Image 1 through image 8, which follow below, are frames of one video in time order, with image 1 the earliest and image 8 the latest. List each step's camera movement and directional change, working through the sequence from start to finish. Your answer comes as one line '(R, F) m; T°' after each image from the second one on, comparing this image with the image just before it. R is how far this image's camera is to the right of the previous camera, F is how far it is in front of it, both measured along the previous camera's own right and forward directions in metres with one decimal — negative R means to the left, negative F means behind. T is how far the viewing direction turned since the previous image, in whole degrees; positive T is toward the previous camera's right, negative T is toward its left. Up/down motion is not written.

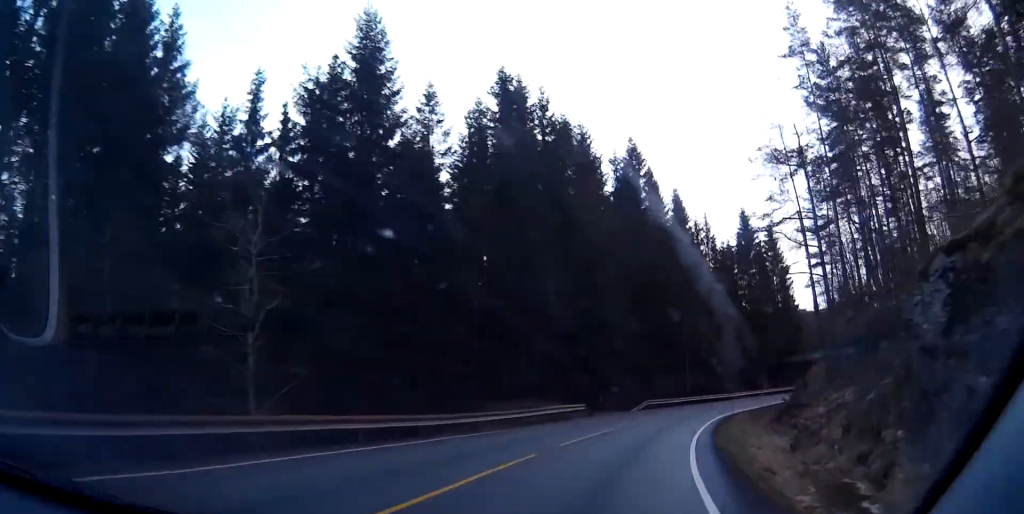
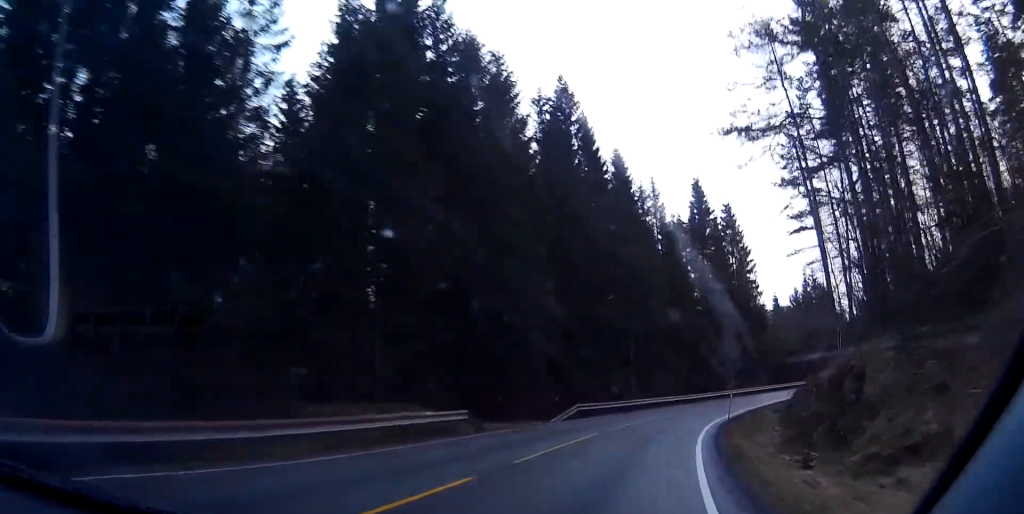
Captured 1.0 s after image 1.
(+0.6, +16.3) m; +4°
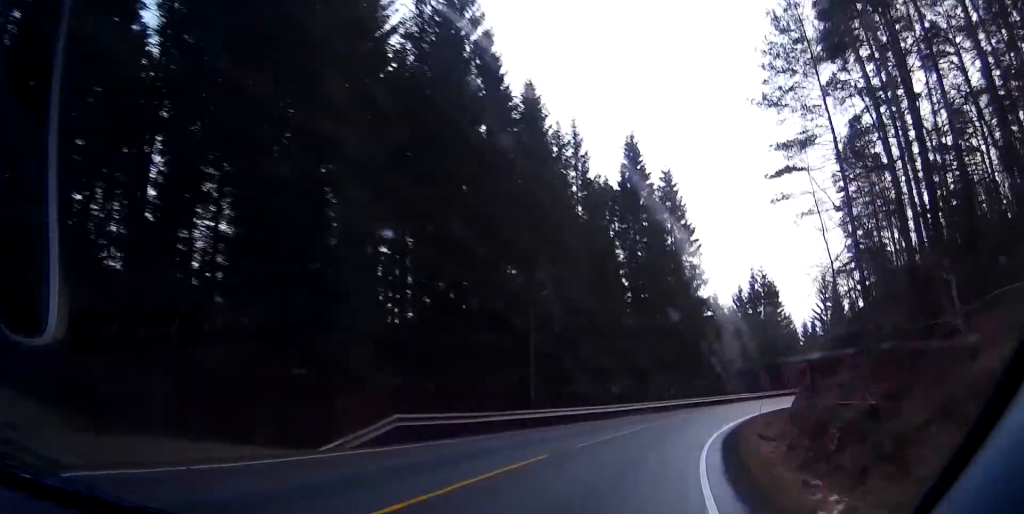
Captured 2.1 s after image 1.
(+0.8, +18.3) m; +6°
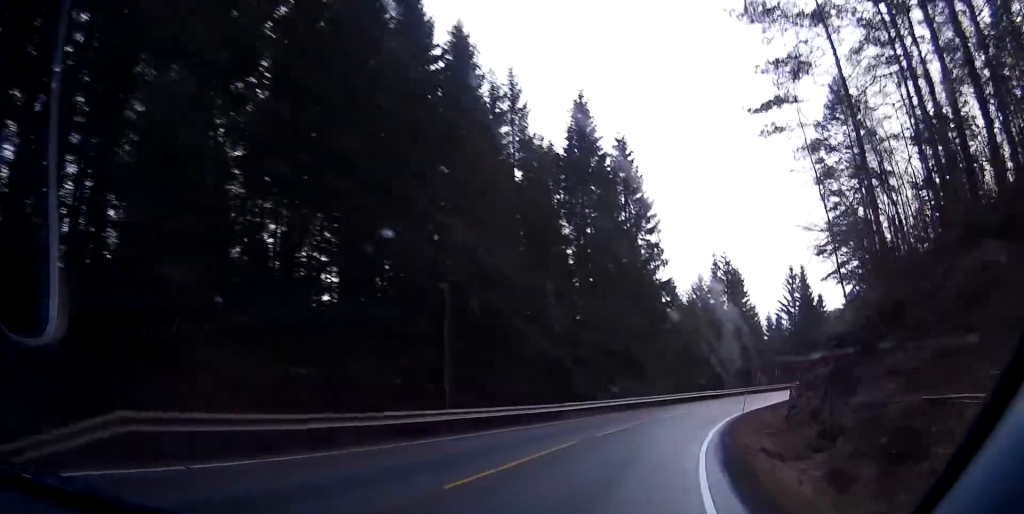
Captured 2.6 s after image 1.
(+0.3, +9.3) m; +4°
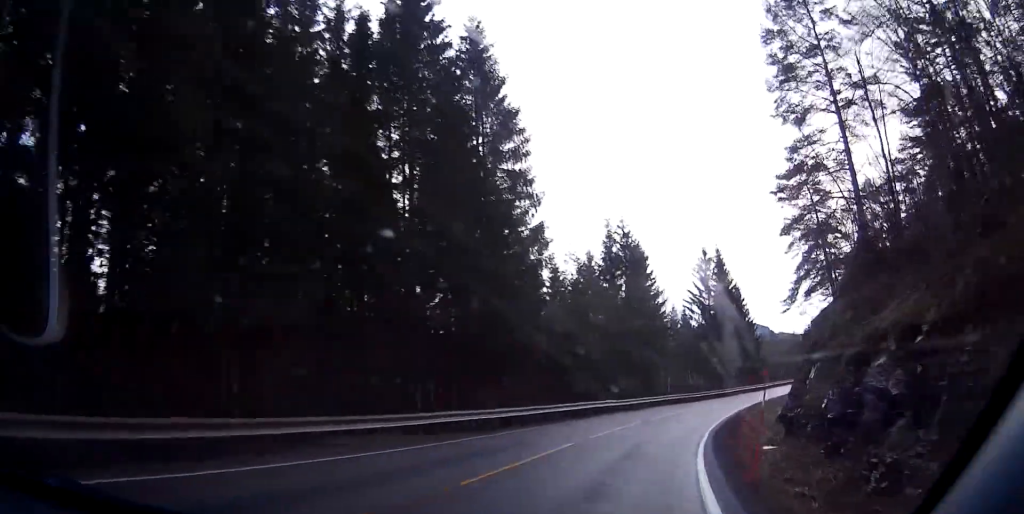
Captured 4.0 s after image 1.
(+1.6, +23.0) m; +7°
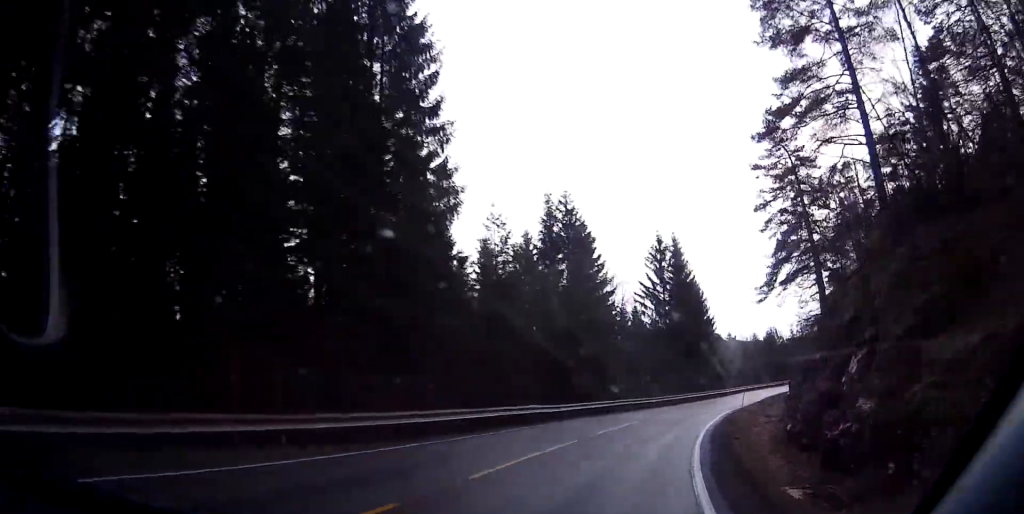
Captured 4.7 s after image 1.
(+0.3, +11.2) m; +3°
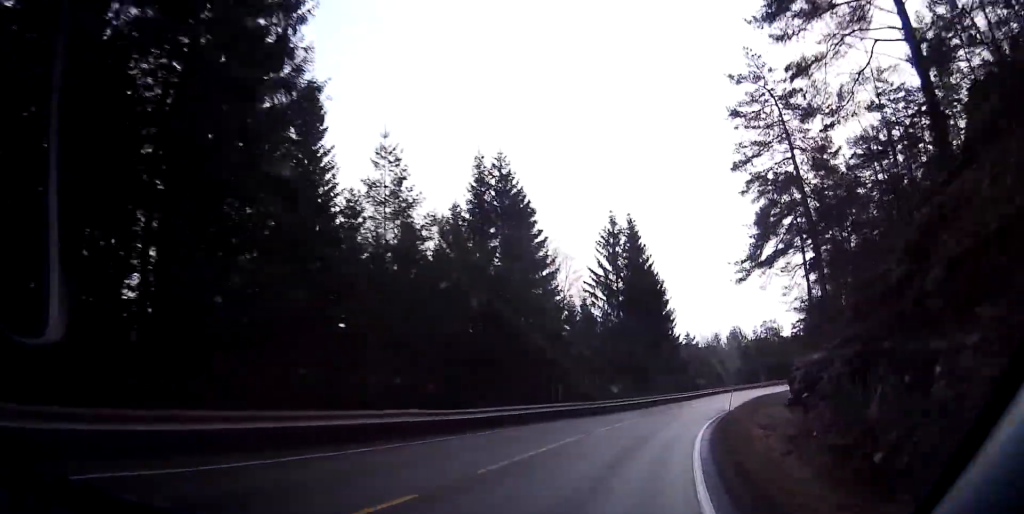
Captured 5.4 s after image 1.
(+0.3, +11.5) m; +3°
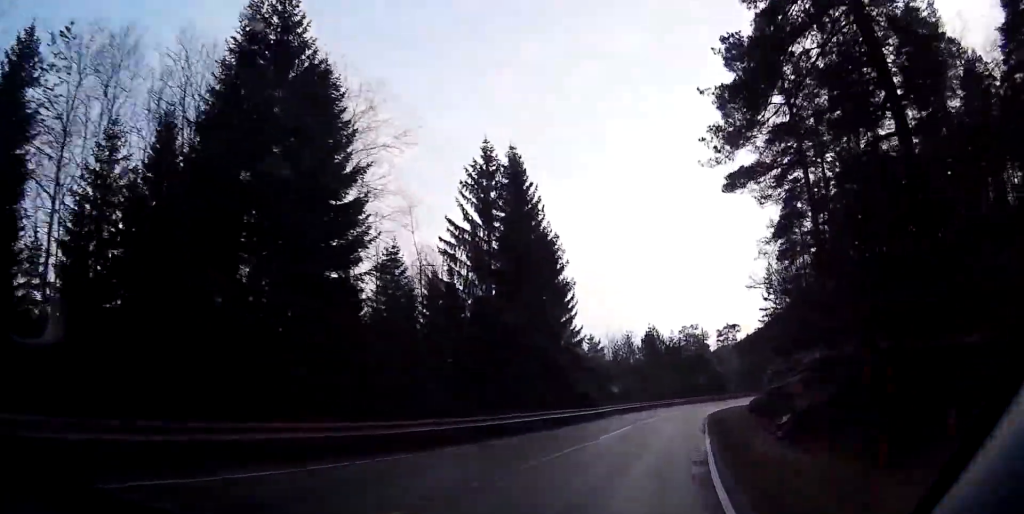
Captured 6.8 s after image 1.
(+1.5, +25.0) m; +8°
